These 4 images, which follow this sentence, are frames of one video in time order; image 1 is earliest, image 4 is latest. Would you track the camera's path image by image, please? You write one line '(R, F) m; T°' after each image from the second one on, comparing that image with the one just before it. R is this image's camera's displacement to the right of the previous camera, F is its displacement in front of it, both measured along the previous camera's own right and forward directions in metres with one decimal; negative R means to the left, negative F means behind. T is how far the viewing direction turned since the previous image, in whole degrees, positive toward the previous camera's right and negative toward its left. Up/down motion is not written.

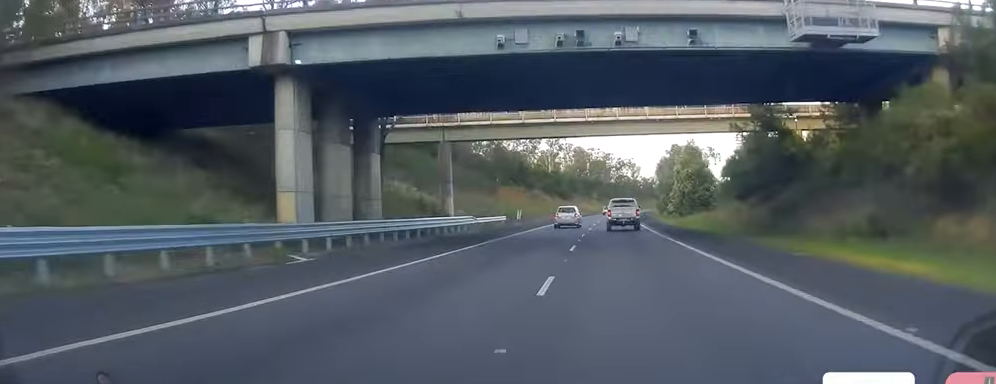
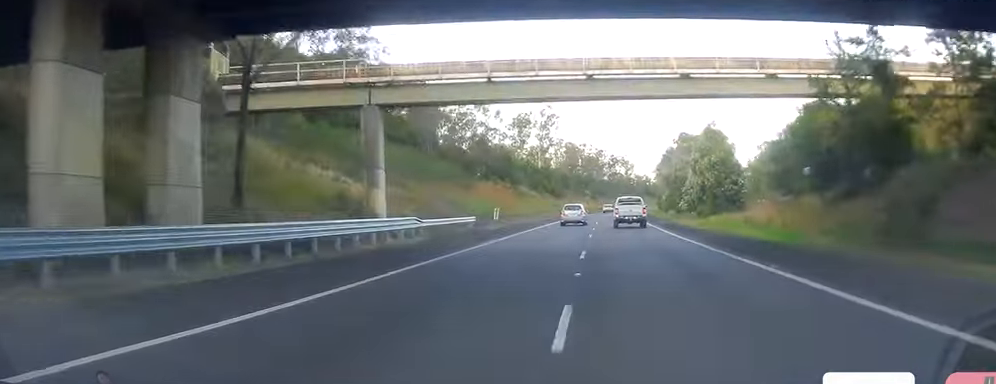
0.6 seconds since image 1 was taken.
(-0.2, +16.4) m; 0°
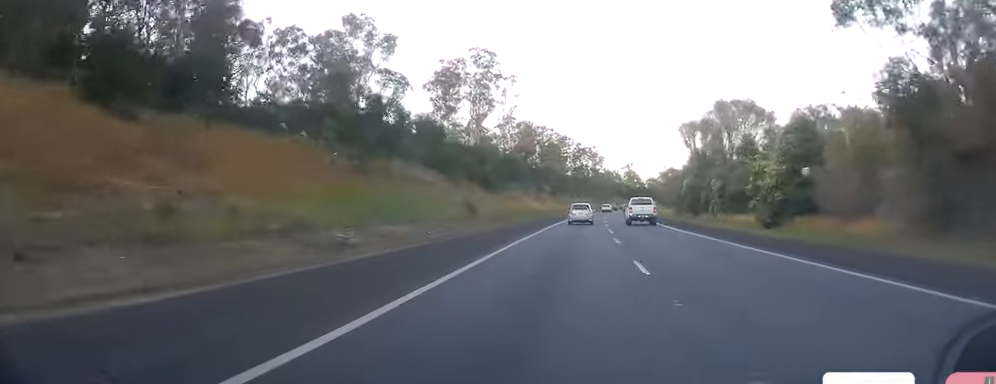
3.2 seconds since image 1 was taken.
(+1.3, +76.1) m; +3°
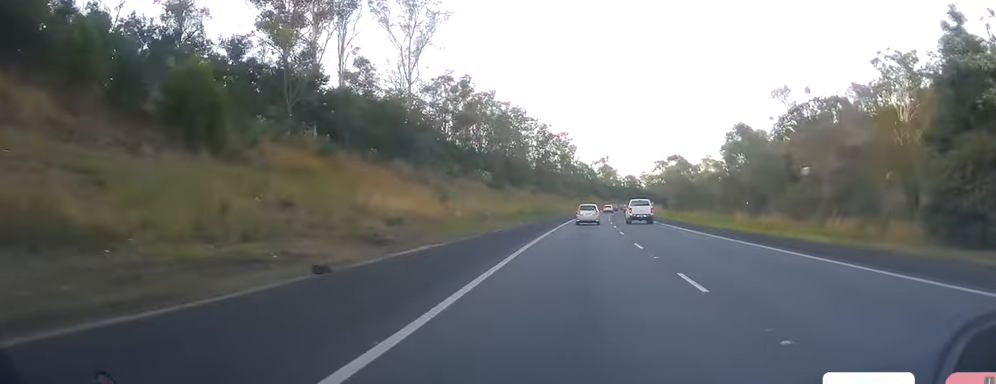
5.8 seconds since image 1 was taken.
(+2.4, +74.7) m; +3°
